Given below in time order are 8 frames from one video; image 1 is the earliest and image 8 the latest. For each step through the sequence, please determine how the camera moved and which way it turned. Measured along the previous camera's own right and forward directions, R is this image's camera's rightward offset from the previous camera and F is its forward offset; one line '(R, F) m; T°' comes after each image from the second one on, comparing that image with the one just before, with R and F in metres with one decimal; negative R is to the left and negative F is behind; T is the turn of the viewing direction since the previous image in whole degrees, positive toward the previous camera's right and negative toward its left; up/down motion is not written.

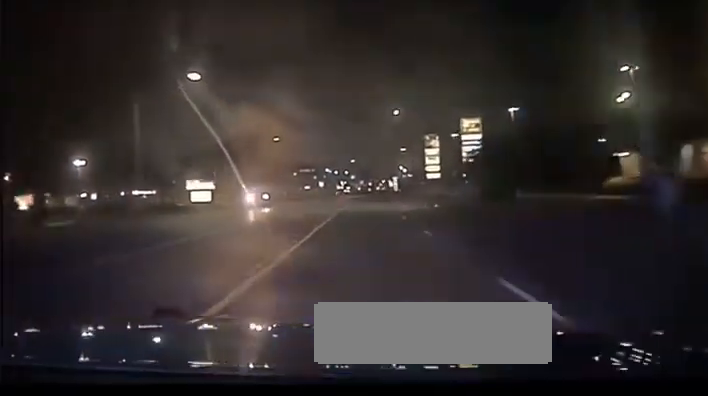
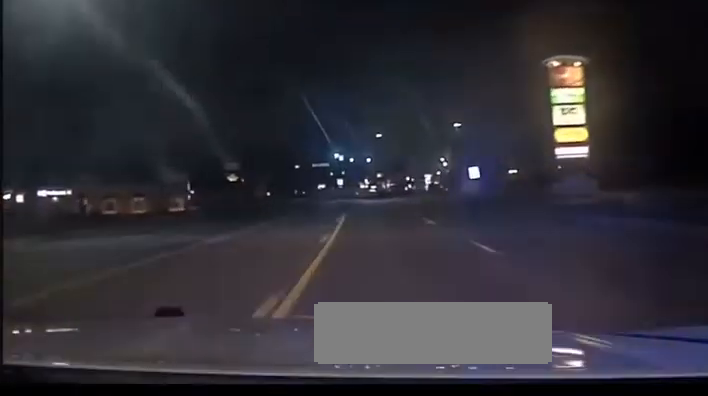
(-0.9, +77.7) m; -2°
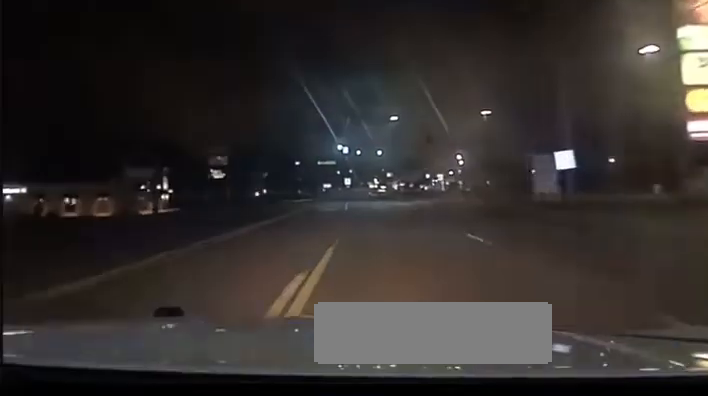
(0.0, +22.5) m; -1°
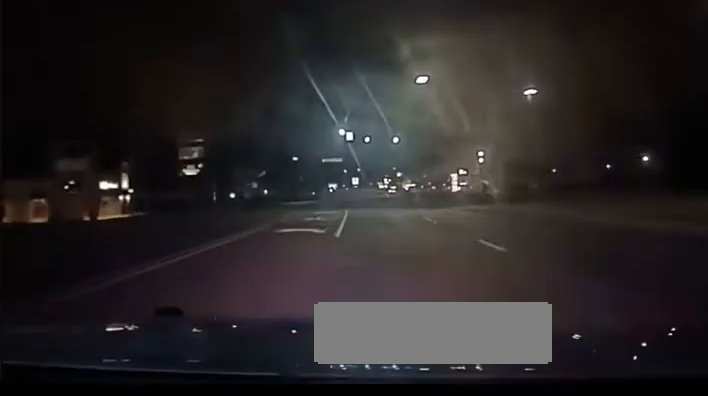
(-0.3, +25.4) m; 0°
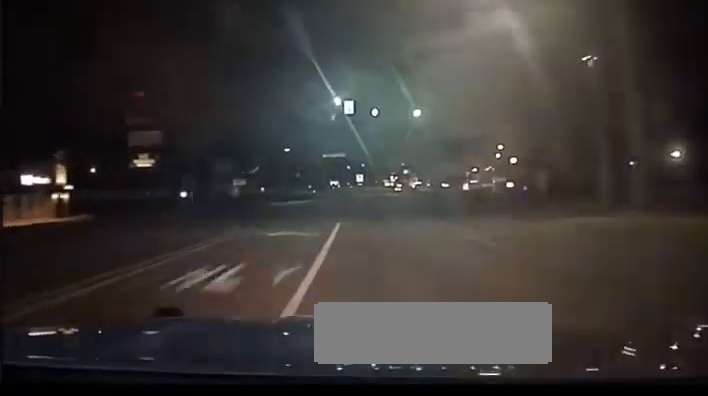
(-0.3, +22.9) m; 0°
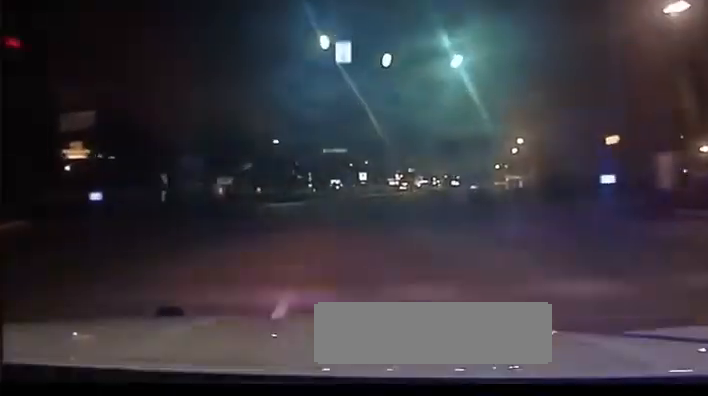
(+0.2, +19.1) m; 0°
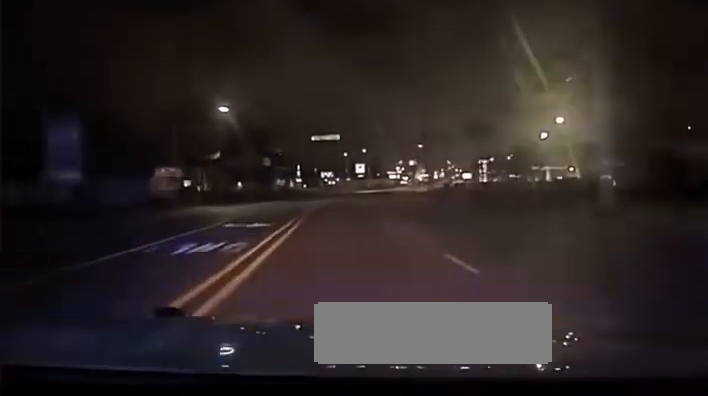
(0.0, +35.5) m; 0°
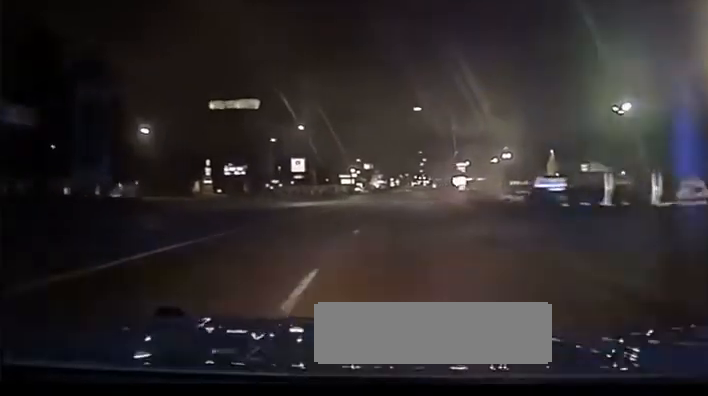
(+0.5, +75.4) m; +2°
